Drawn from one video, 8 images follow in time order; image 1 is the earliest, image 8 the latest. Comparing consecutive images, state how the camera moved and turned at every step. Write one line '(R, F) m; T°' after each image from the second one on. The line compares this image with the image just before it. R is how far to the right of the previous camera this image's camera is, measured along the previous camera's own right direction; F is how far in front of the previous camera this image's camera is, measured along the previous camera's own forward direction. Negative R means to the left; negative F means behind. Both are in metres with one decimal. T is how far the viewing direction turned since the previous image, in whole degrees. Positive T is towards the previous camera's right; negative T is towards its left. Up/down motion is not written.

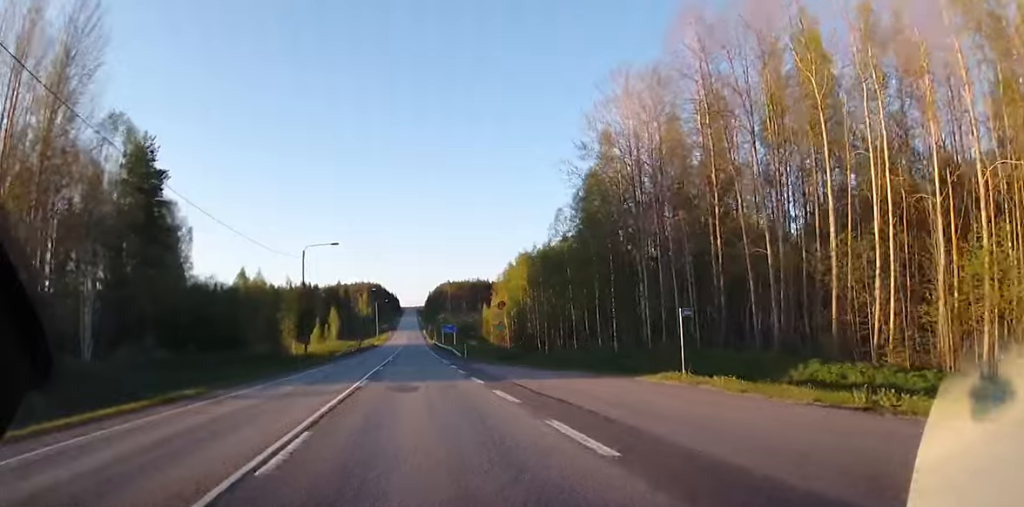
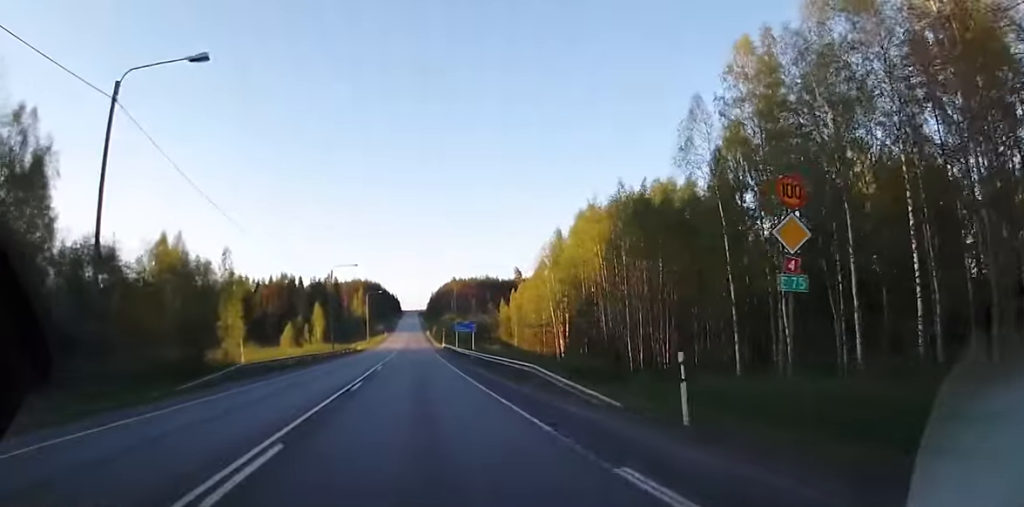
(0.0, +37.8) m; 0°
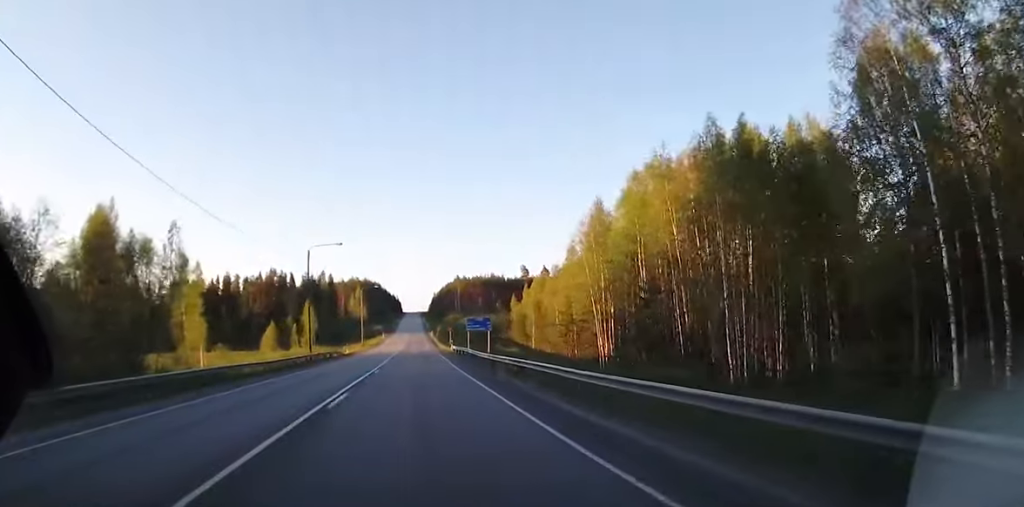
(-0.1, +17.2) m; 0°
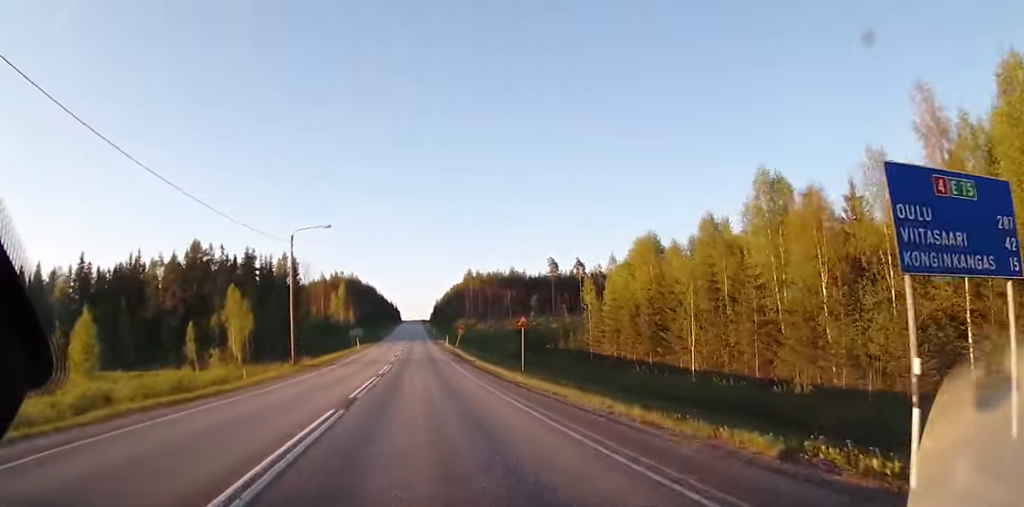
(+0.7, +65.1) m; +1°
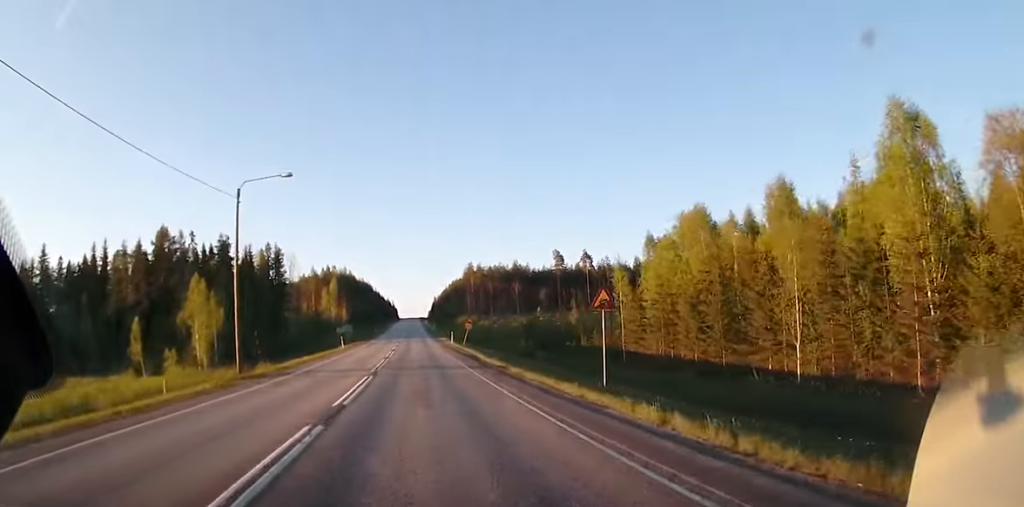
(0.0, +14.5) m; 0°
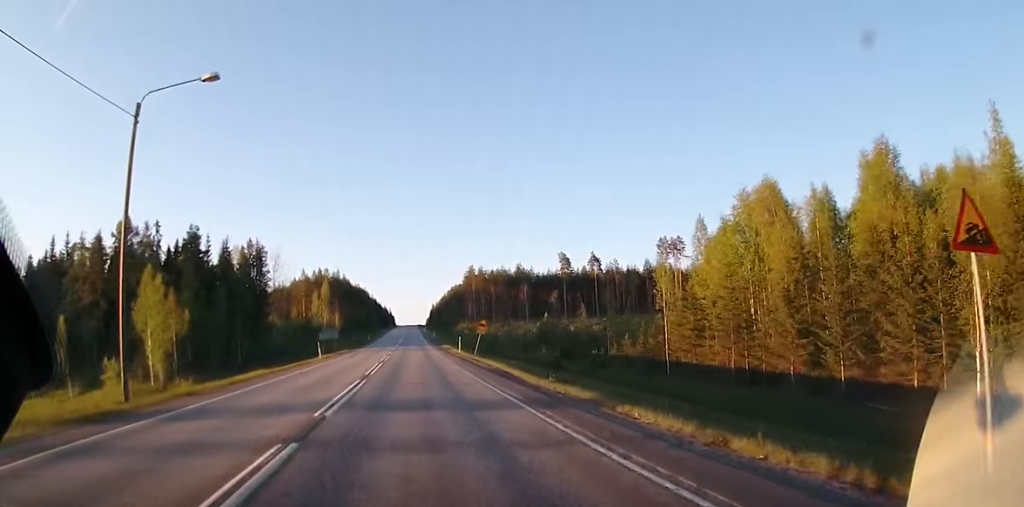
(0.0, +13.6) m; 0°
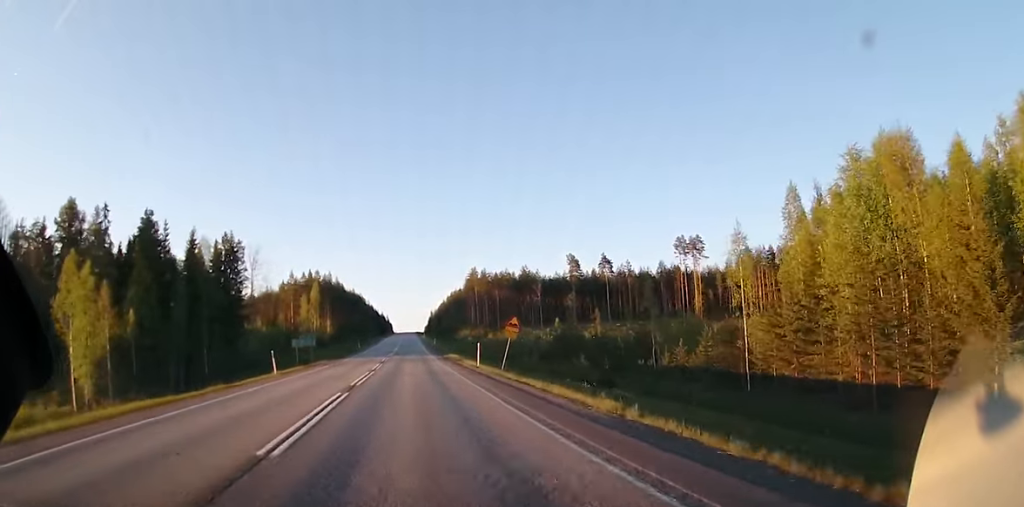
(-0.1, +15.5) m; 0°
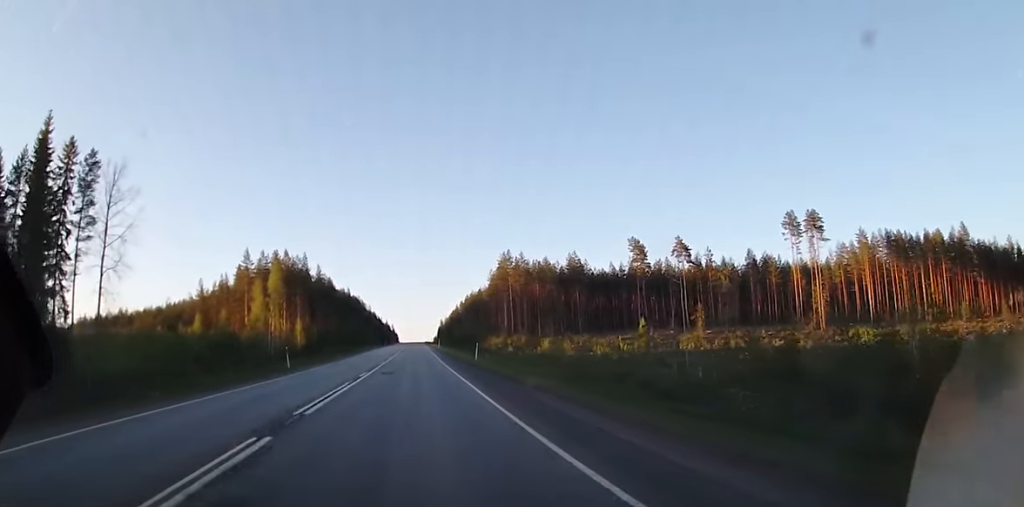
(+0.5, +55.2) m; +1°
